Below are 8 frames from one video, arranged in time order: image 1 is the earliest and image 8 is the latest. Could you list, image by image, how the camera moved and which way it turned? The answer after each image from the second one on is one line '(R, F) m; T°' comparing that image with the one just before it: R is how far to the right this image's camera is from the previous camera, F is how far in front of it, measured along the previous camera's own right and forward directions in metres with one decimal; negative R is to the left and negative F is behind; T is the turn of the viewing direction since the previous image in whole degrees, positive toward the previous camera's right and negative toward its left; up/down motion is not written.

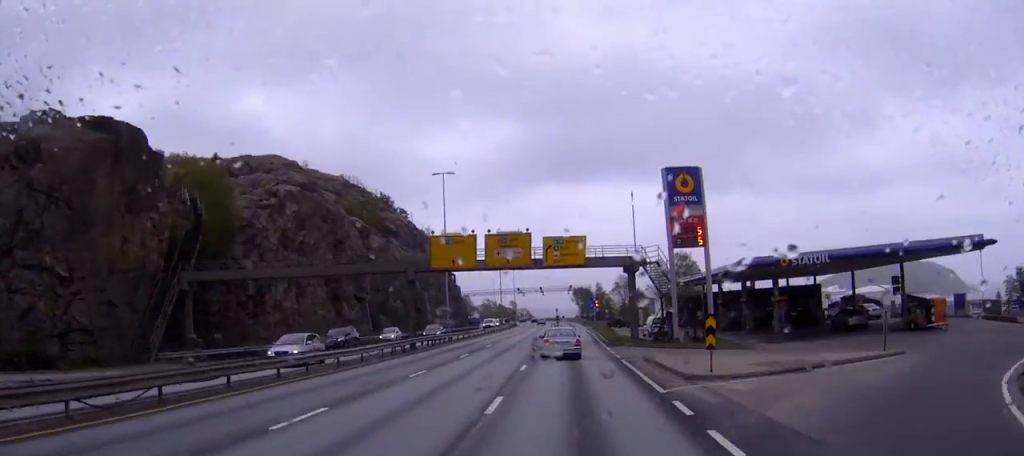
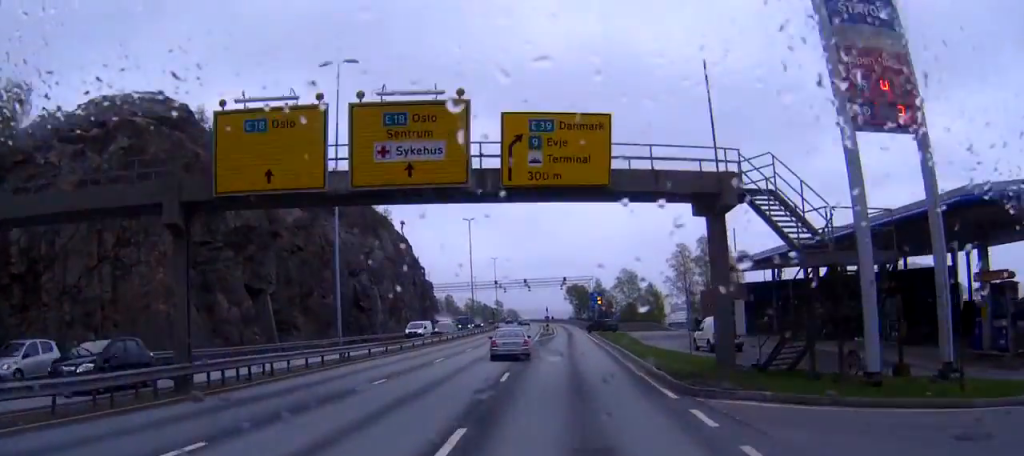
(+0.1, +29.1) m; 0°
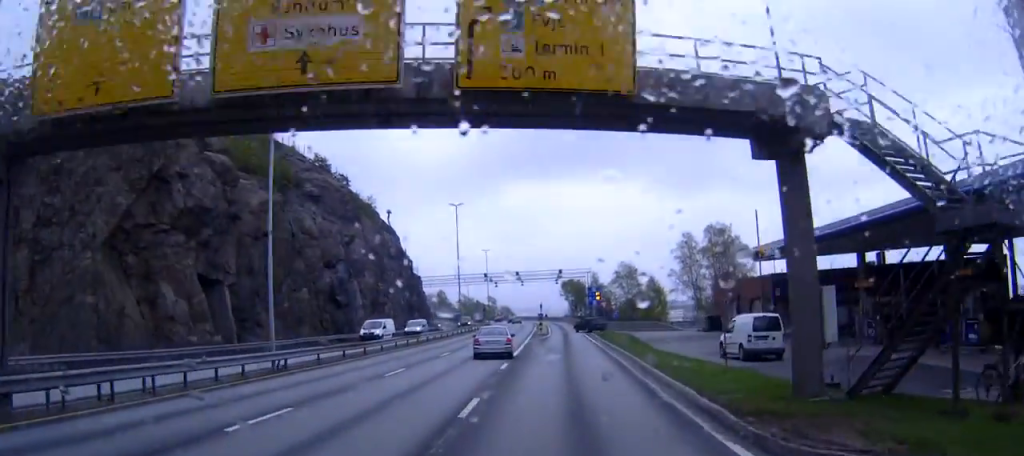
(0.0, +7.7) m; 0°
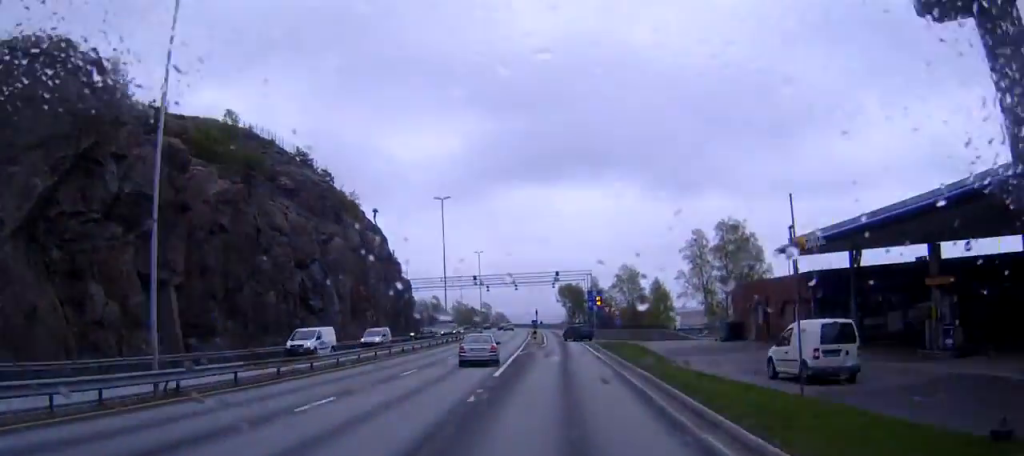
(0.0, +8.2) m; 0°
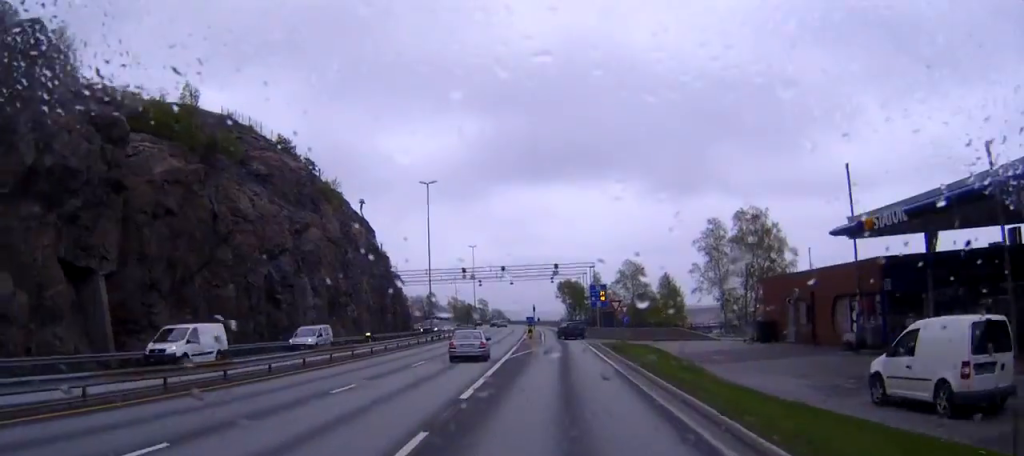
(0.0, +8.7) m; 0°
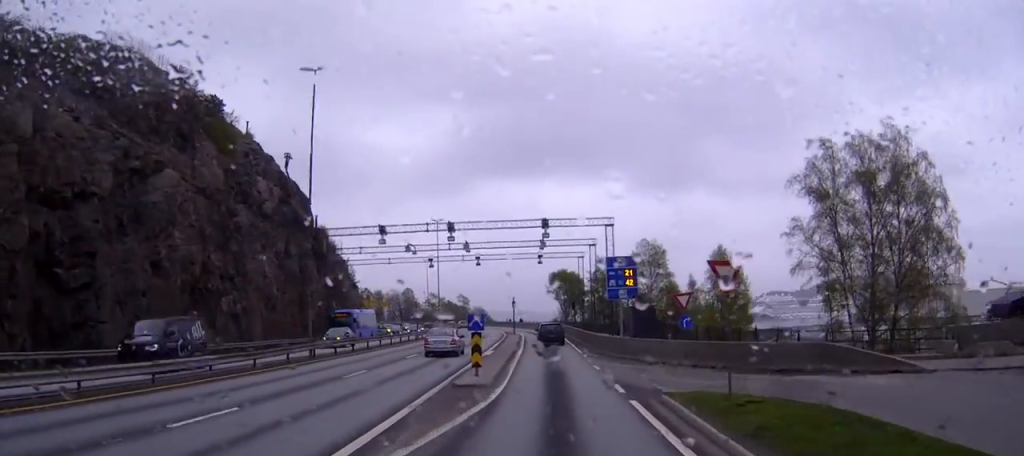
(+0.1, +31.7) m; 0°
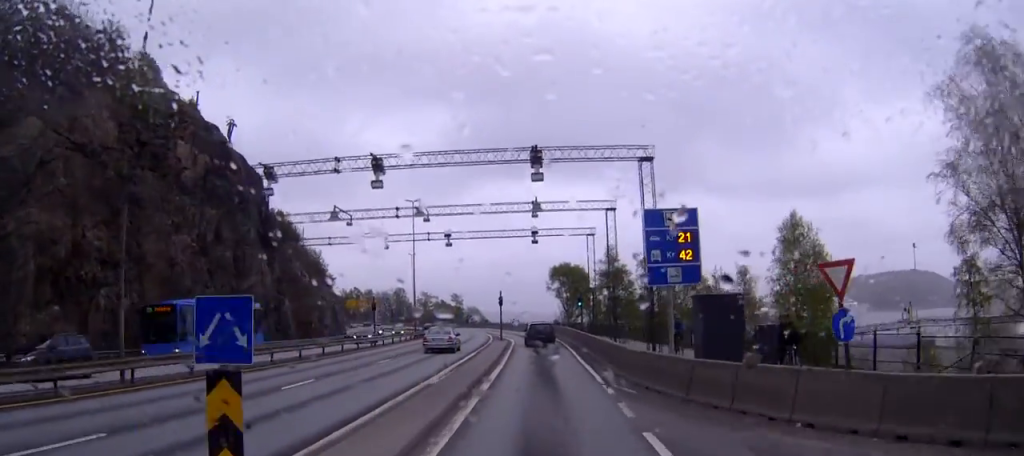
(+0.1, +17.1) m; 0°
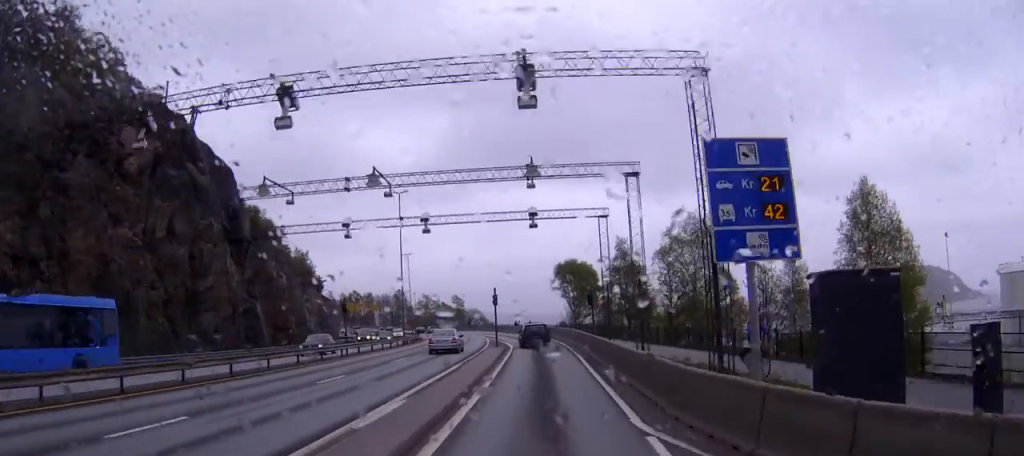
(0.0, +8.8) m; +1°
